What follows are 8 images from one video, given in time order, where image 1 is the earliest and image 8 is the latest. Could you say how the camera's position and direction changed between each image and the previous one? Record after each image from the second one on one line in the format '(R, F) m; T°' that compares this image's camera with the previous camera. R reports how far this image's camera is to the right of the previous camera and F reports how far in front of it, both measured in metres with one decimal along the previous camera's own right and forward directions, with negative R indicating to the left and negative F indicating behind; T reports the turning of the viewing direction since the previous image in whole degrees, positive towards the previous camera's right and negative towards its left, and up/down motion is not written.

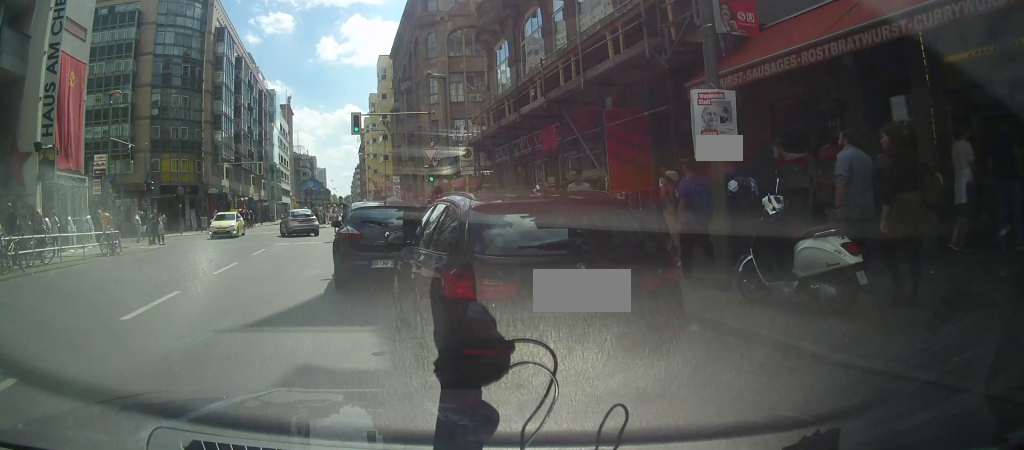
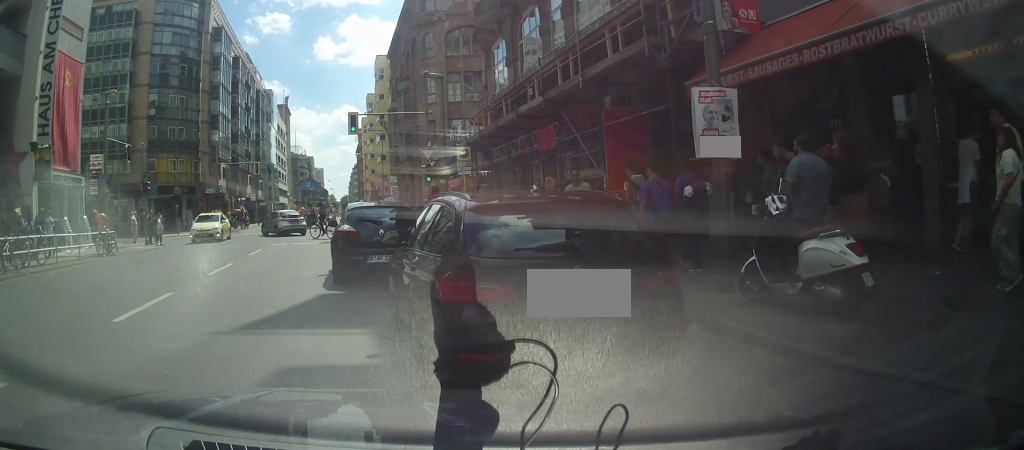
(0.0, +1.2) m; +3°
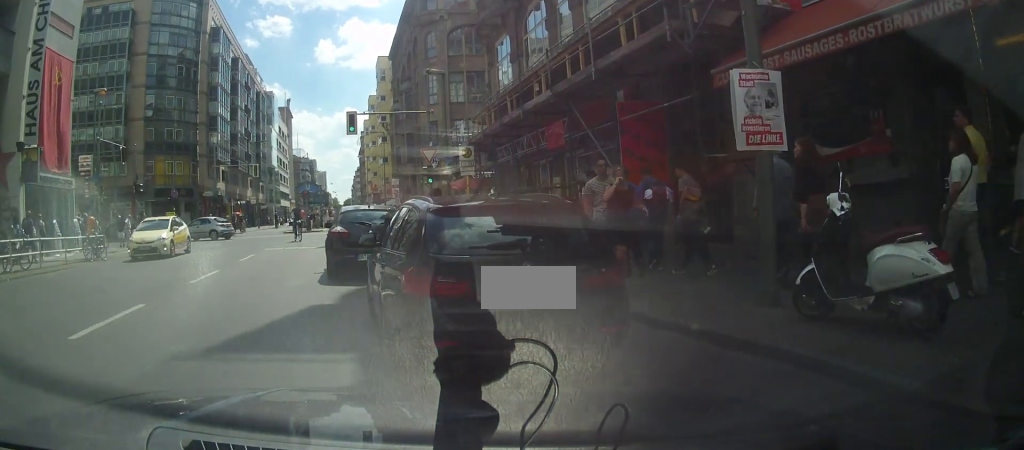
(+0.3, +3.0) m; +7°
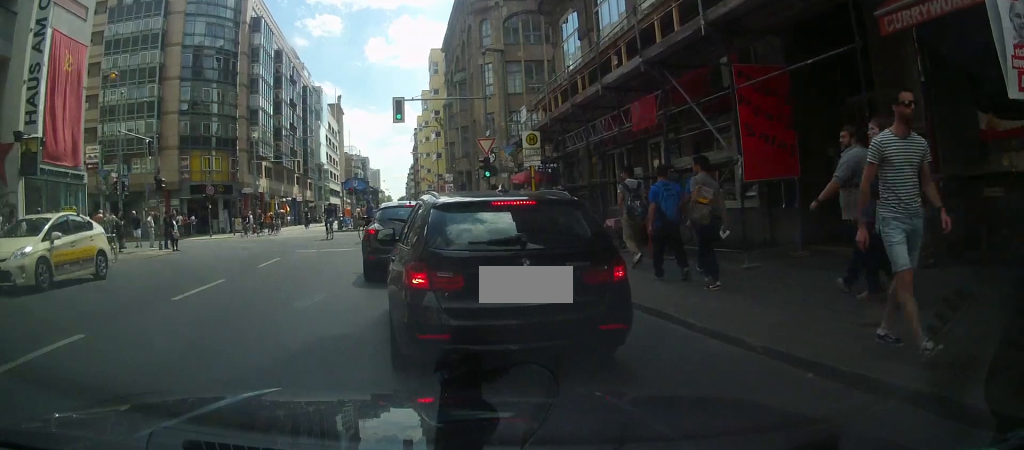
(-0.5, +5.0) m; -7°
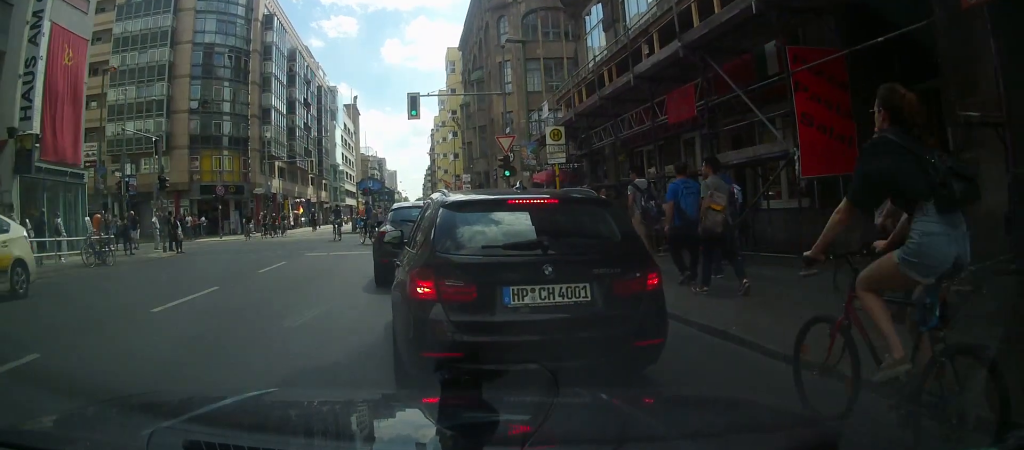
(+0.1, +1.8) m; -3°
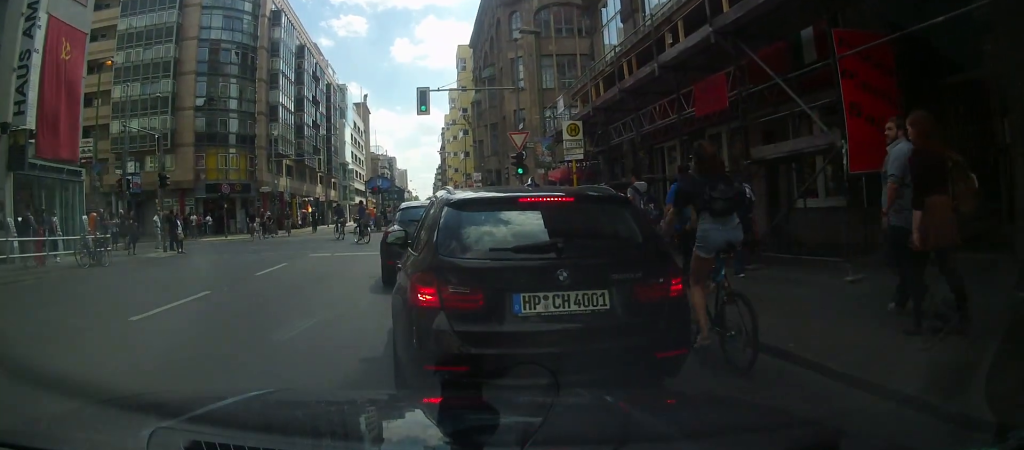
(-0.1, +1.8) m; -4°
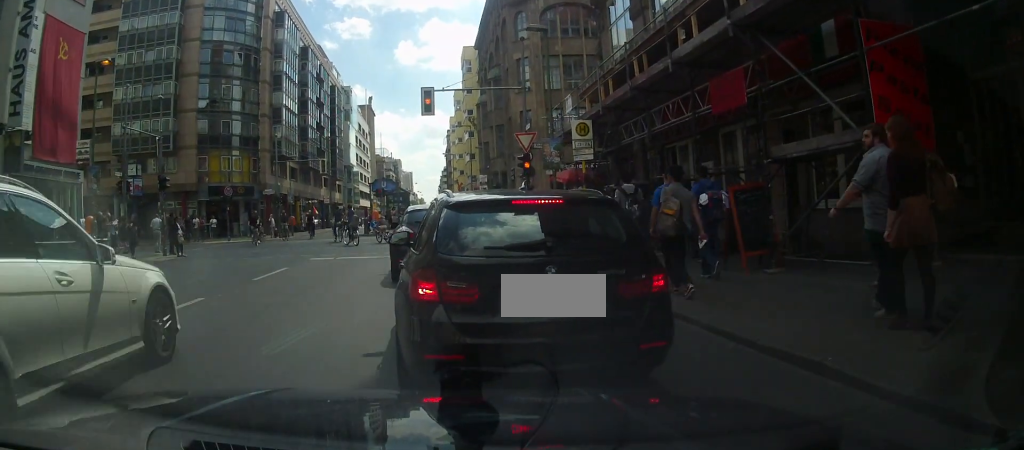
(-0.2, +1.9) m; -2°
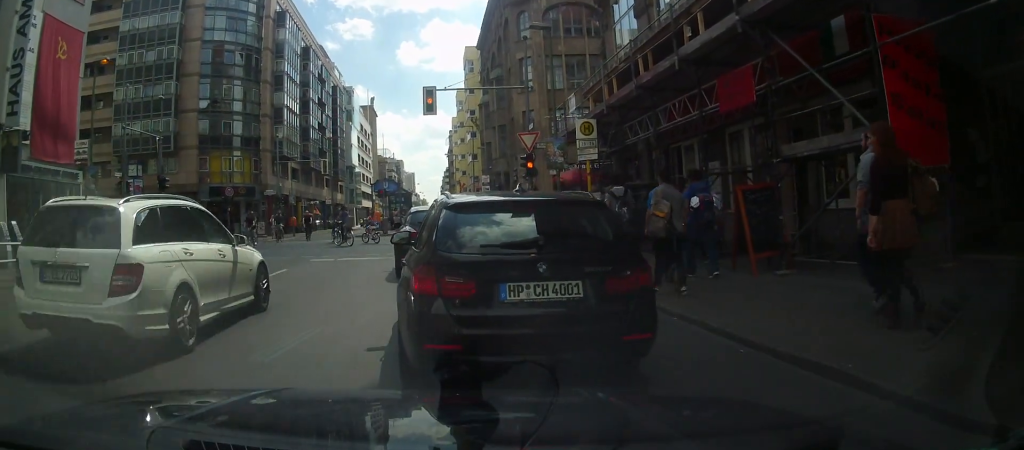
(0.0, +0.8) m; +4°
